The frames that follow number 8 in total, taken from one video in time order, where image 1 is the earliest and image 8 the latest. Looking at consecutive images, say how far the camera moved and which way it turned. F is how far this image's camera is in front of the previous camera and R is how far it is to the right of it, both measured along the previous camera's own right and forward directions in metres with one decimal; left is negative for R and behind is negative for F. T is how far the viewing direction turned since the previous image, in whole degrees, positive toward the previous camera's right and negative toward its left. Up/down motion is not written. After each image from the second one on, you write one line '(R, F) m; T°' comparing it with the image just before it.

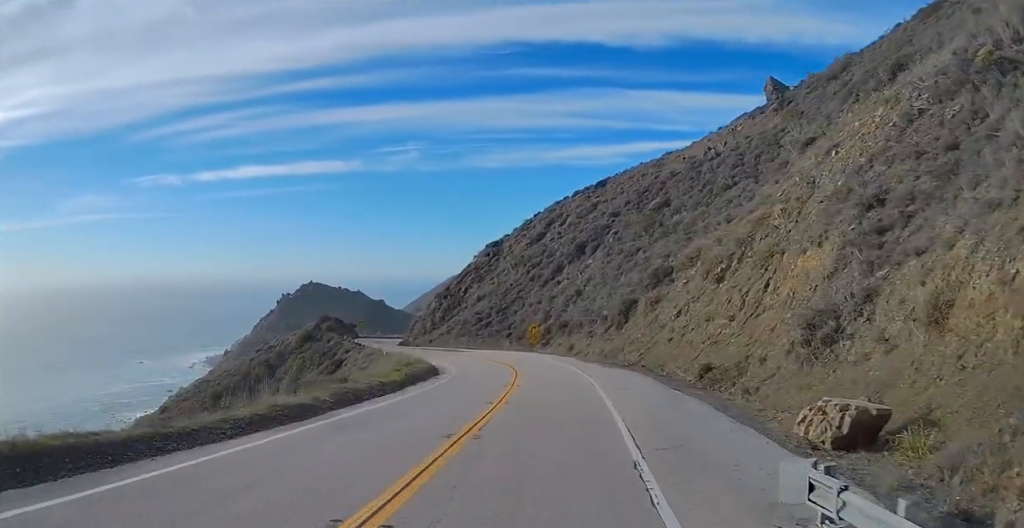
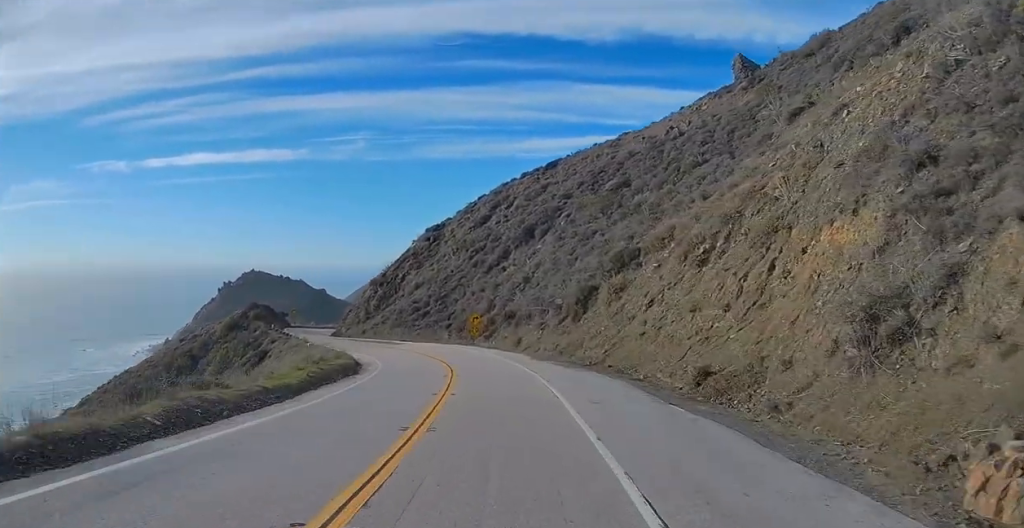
(+0.2, +7.7) m; +1°
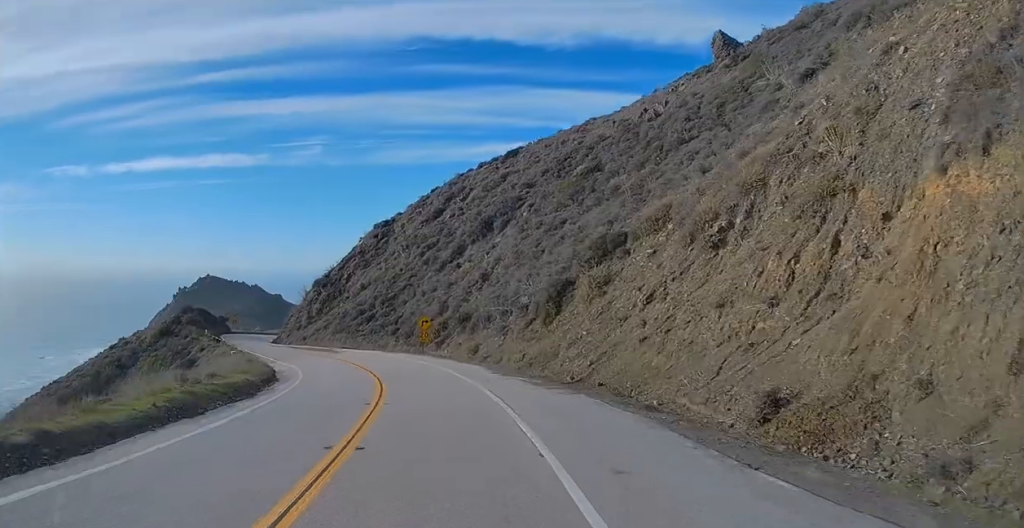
(0.0, +8.9) m; 0°
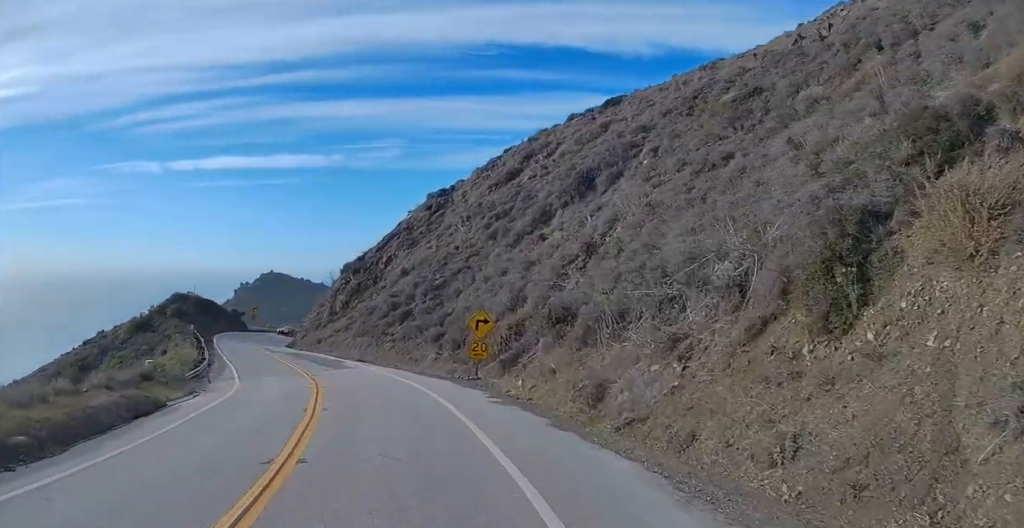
(0.0, +23.3) m; 0°
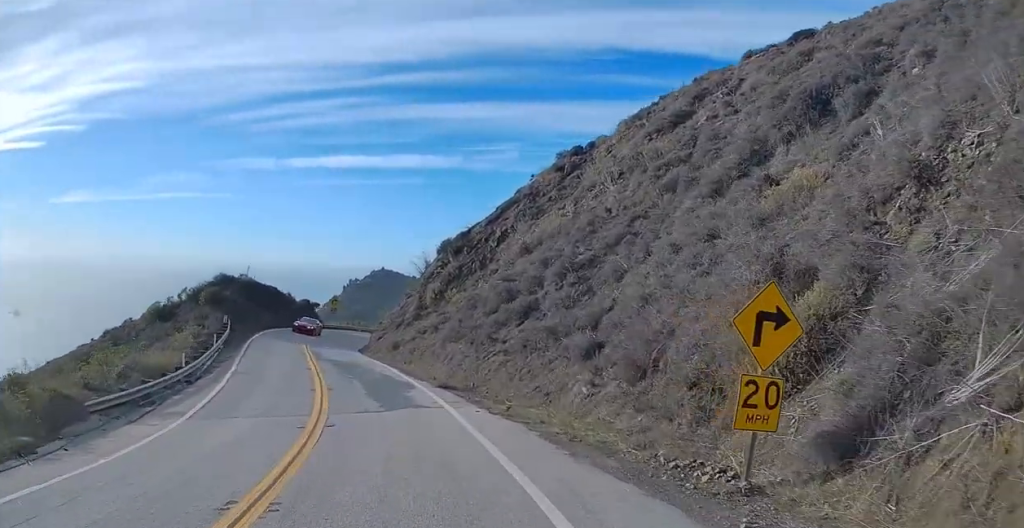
(0.0, +18.4) m; 0°
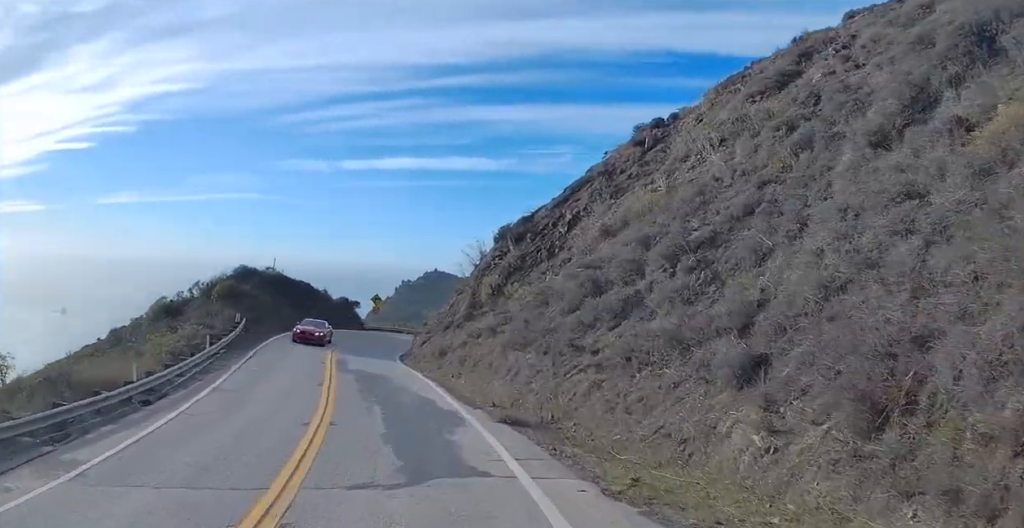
(0.0, +8.5) m; 0°
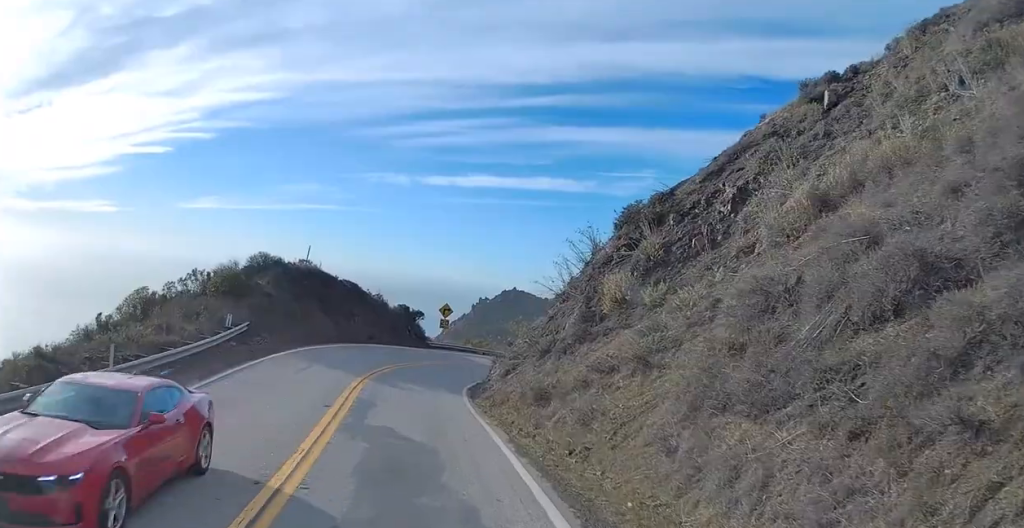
(0.0, +13.7) m; -6°
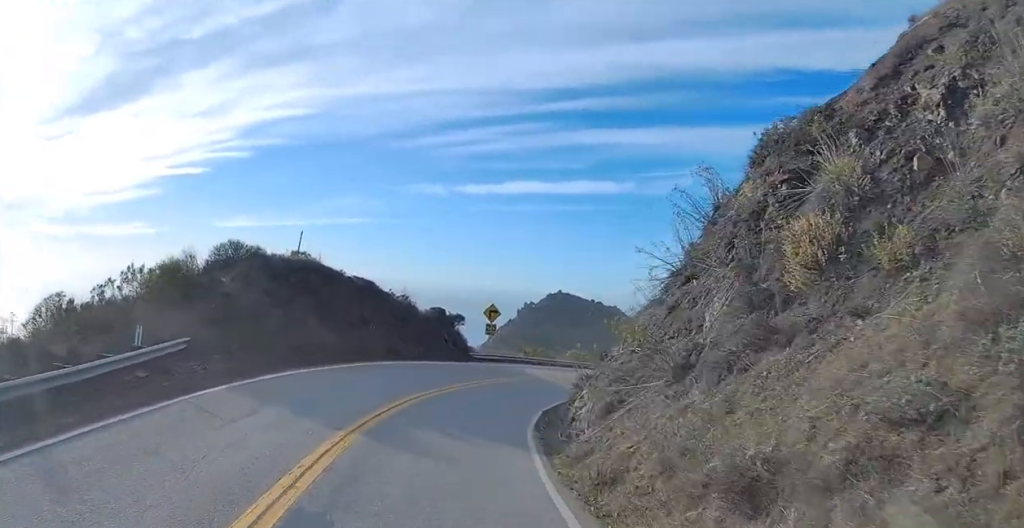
(-1.1, +10.4) m; -7°
